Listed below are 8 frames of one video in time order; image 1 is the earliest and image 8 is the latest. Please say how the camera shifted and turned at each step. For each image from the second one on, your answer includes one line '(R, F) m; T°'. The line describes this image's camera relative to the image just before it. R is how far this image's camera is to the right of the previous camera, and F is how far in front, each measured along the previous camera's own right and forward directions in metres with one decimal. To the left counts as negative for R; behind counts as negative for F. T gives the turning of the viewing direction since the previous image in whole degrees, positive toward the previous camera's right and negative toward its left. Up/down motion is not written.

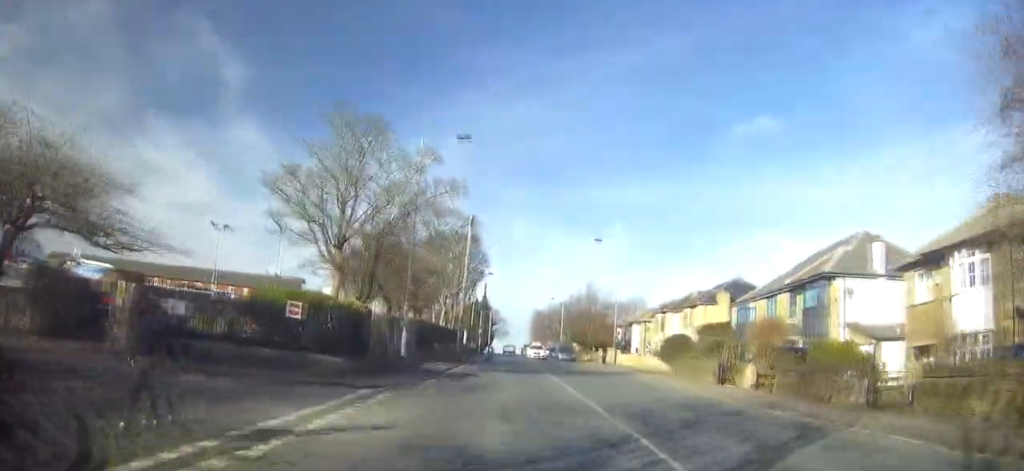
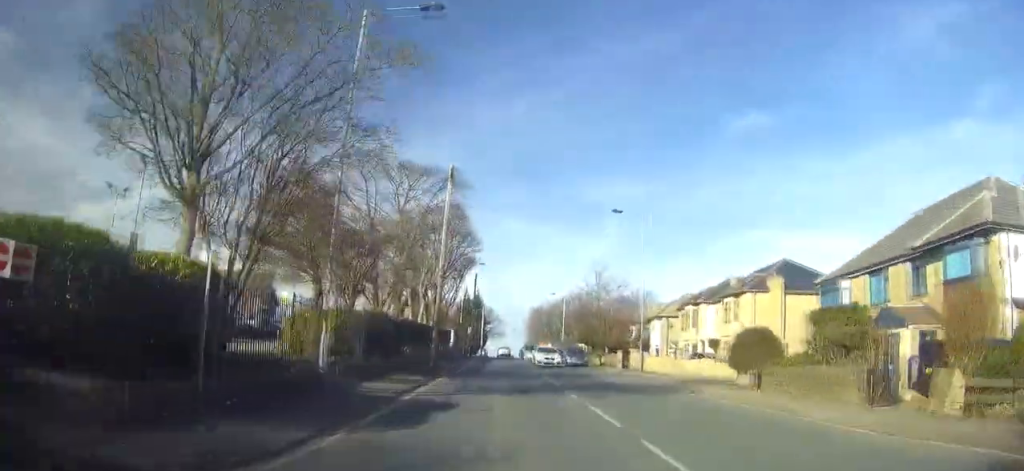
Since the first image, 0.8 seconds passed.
(0.0, +12.8) m; 0°
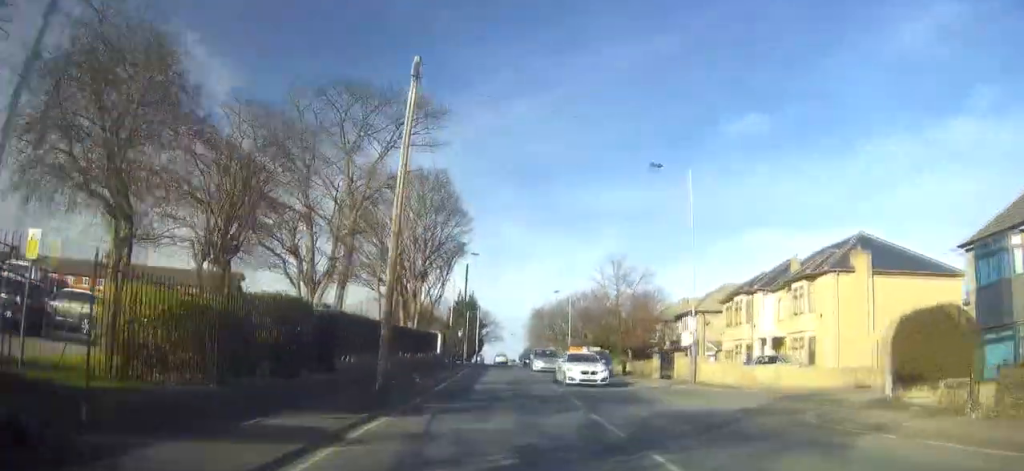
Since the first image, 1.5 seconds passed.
(0.0, +12.5) m; 0°
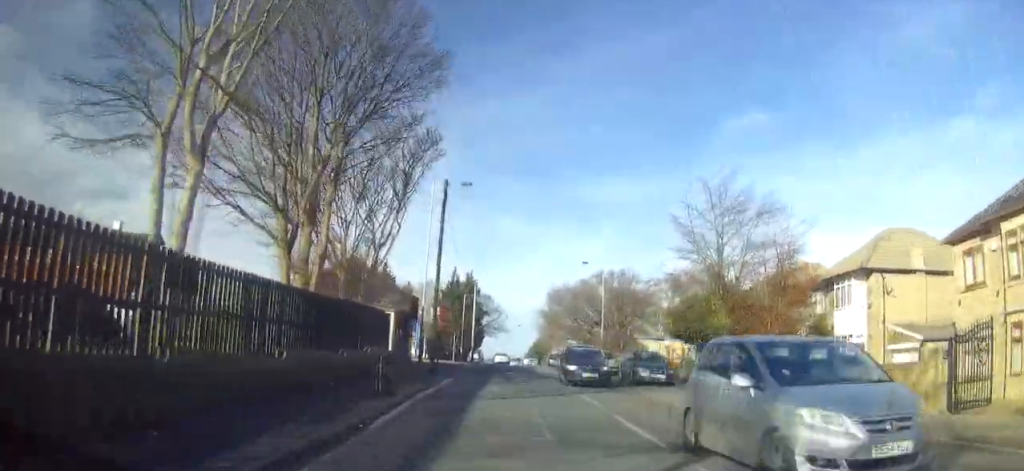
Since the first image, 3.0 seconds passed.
(0.0, +25.7) m; 0°
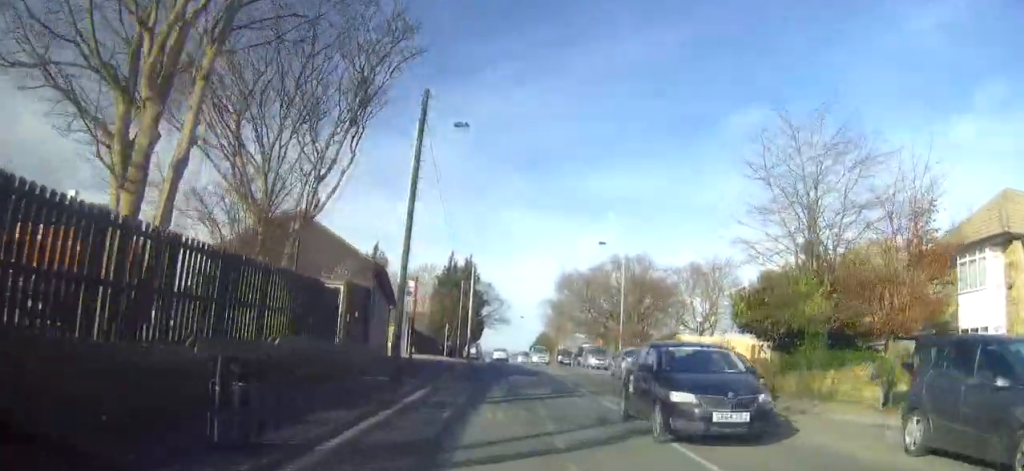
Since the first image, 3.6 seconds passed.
(0.0, +9.5) m; 0°
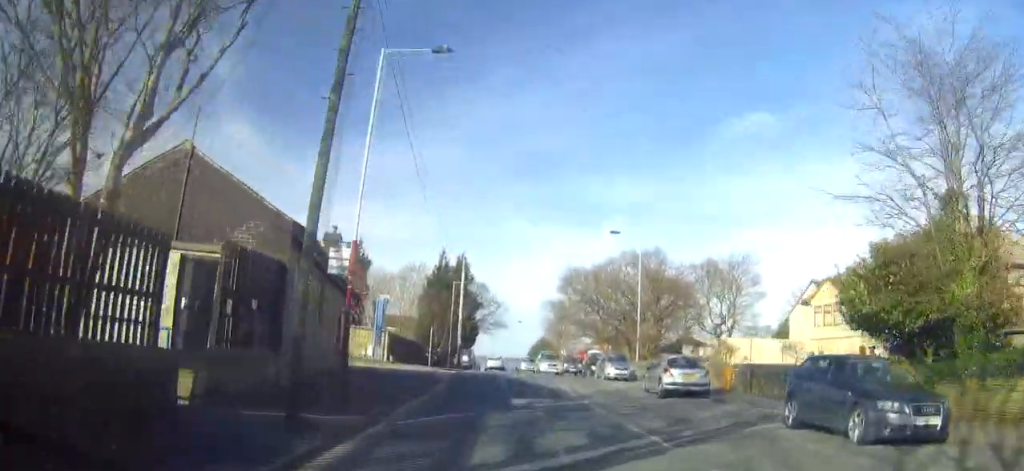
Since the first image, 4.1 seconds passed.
(0.0, +8.3) m; 0°
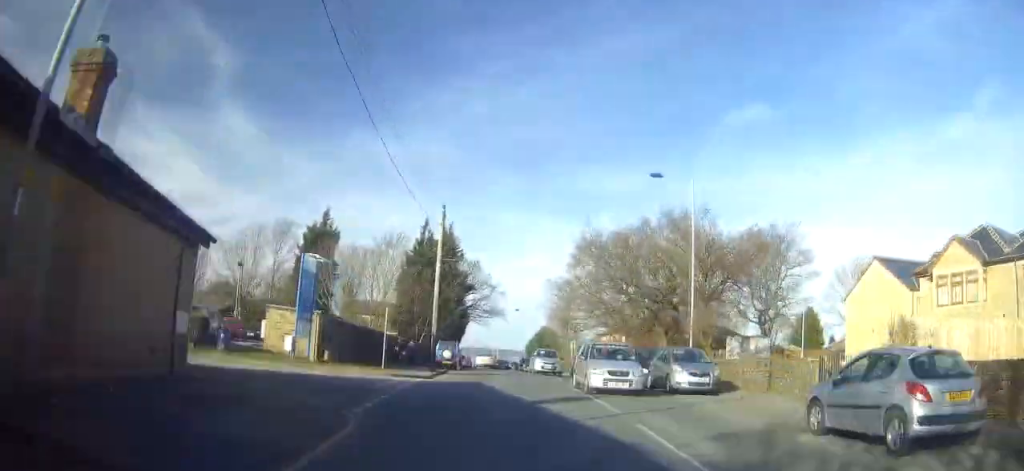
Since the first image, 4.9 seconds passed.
(0.0, +14.1) m; 0°
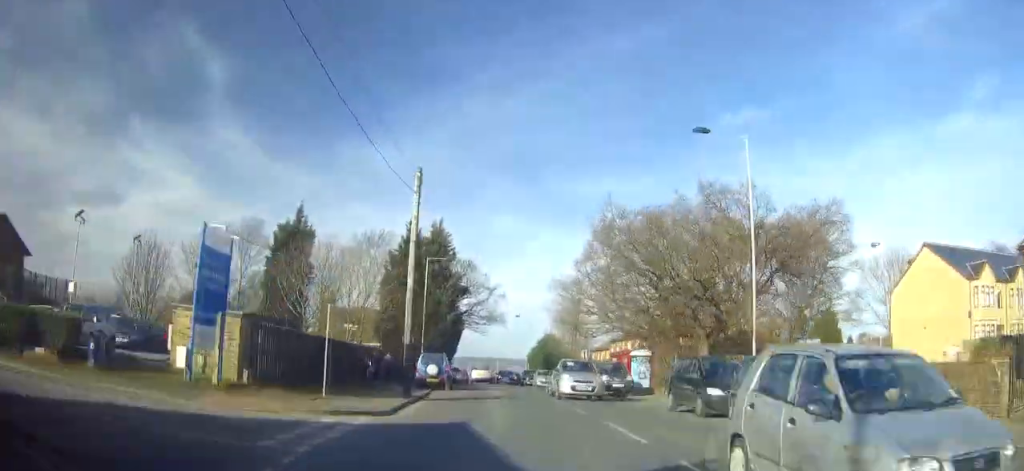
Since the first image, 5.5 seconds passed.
(0.0, +8.4) m; 0°
